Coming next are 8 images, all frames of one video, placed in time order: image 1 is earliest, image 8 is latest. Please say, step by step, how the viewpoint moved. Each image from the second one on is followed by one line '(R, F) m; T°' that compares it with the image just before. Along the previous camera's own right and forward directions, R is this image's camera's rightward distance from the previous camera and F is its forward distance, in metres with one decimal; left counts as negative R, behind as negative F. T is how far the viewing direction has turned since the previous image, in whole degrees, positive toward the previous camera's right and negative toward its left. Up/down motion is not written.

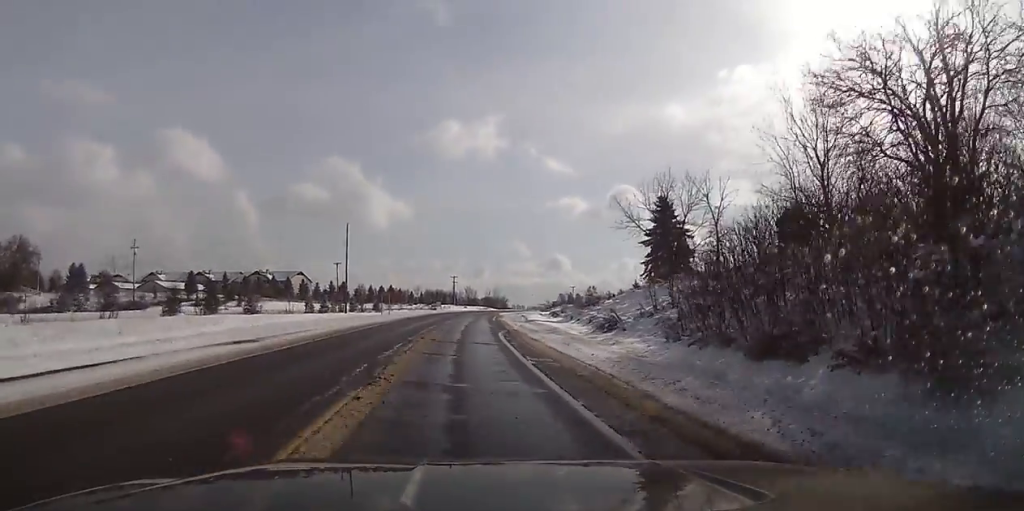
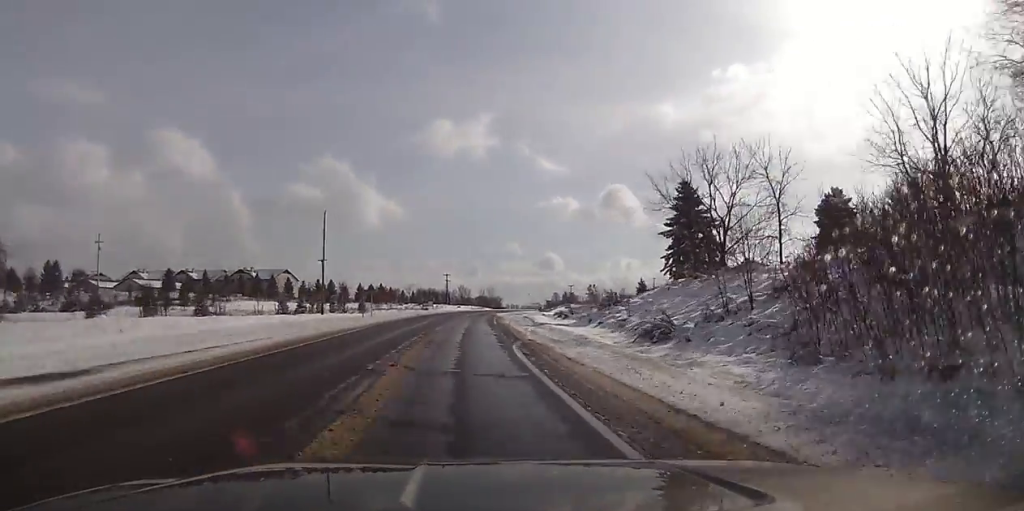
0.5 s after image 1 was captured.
(0.0, +11.6) m; +1°
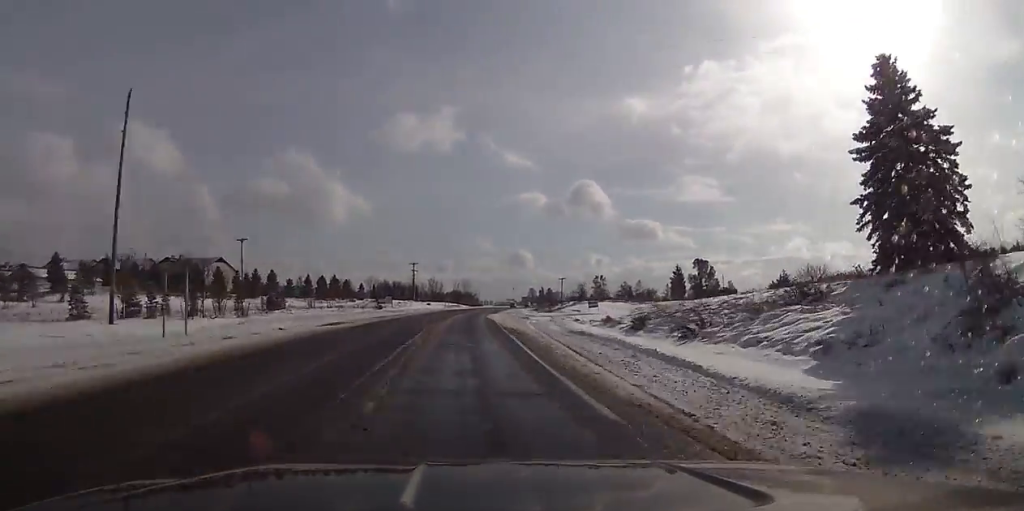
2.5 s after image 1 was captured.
(+0.9, +45.2) m; +2°
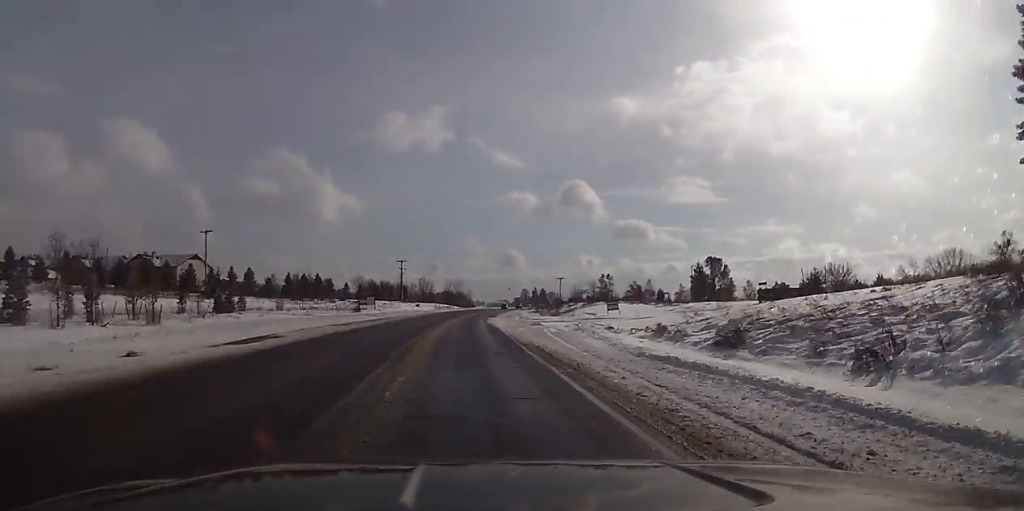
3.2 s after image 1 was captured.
(-0.1, +14.7) m; +2°
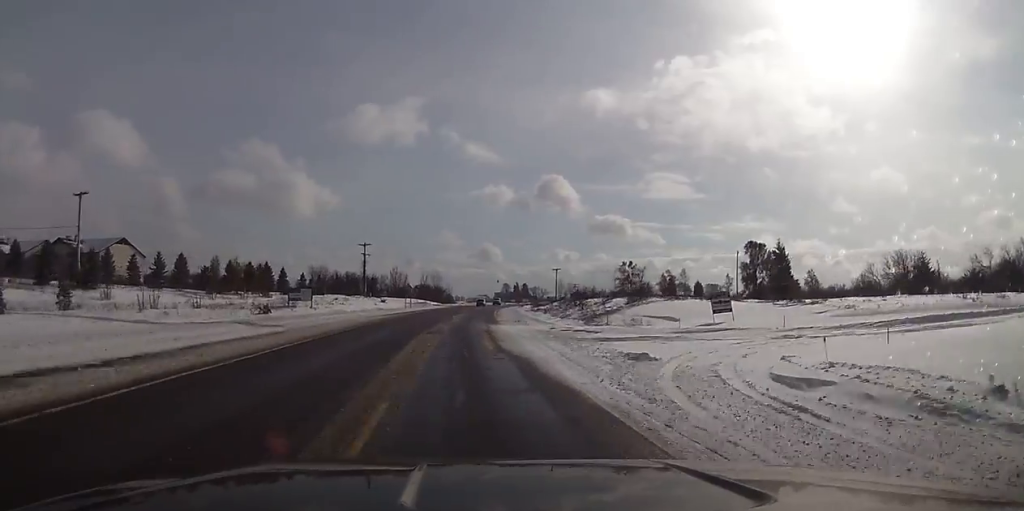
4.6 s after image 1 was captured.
(+1.0, +34.2) m; +1°
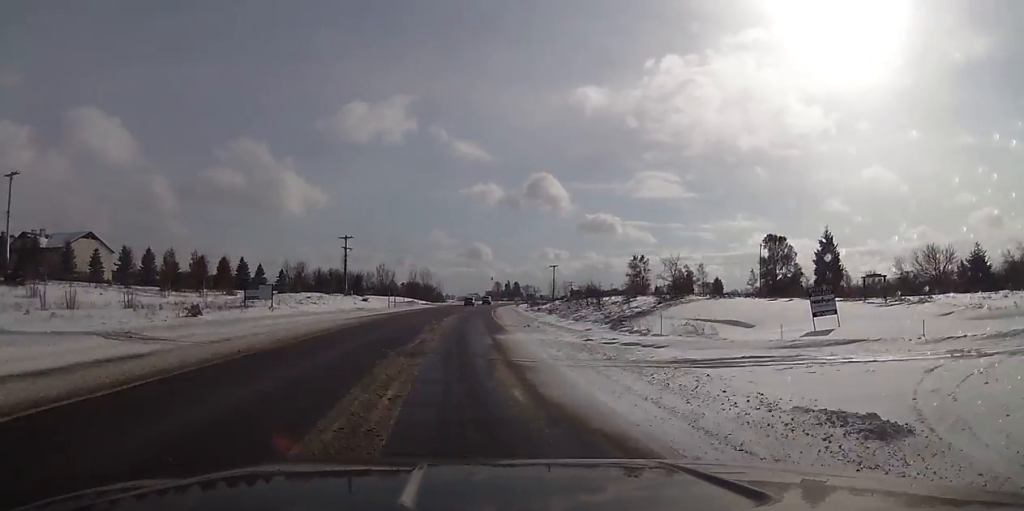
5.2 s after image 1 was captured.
(-0.3, +12.4) m; 0°
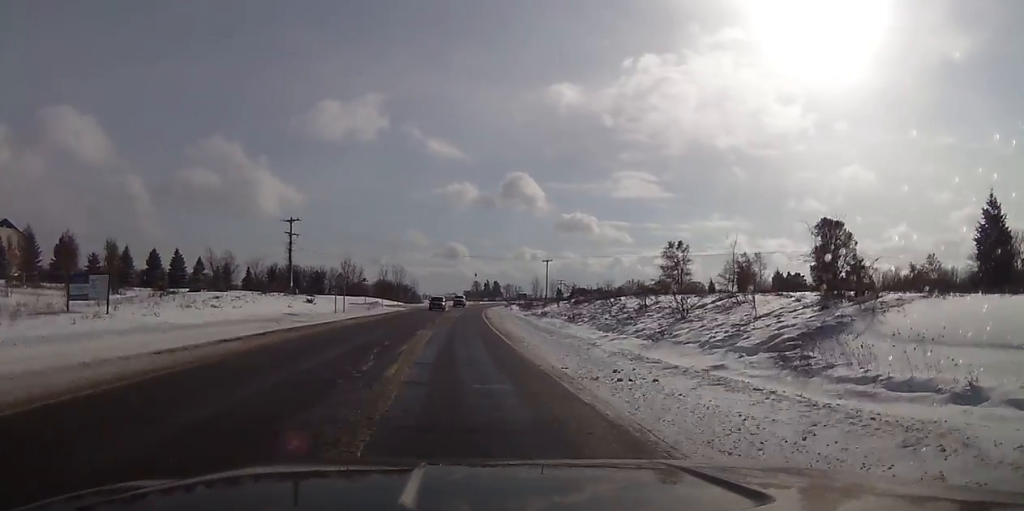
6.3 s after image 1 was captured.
(+0.2, +26.3) m; +1°
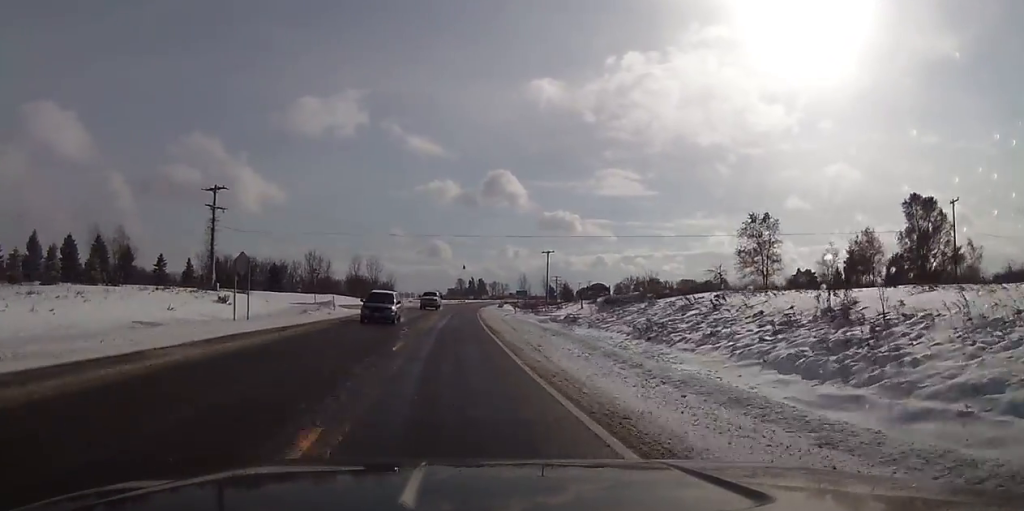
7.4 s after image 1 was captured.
(+0.3, +25.4) m; +2°
